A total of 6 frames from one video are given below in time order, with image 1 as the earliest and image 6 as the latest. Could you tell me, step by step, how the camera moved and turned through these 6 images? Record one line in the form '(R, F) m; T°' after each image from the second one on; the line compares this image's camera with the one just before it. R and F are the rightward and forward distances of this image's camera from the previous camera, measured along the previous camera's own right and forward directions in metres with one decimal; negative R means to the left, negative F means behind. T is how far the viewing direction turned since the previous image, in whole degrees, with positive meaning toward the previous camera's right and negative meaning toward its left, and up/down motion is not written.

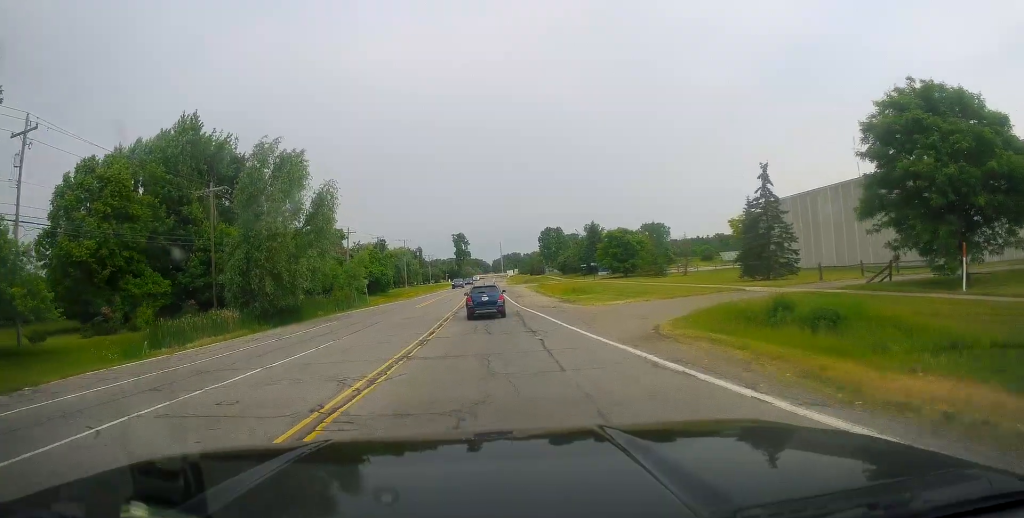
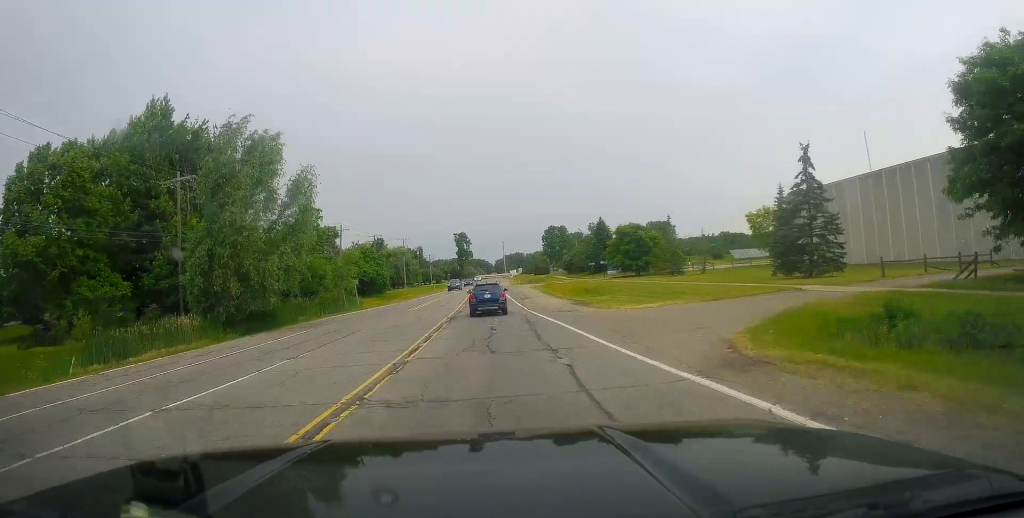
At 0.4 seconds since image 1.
(0.0, +5.4) m; 0°
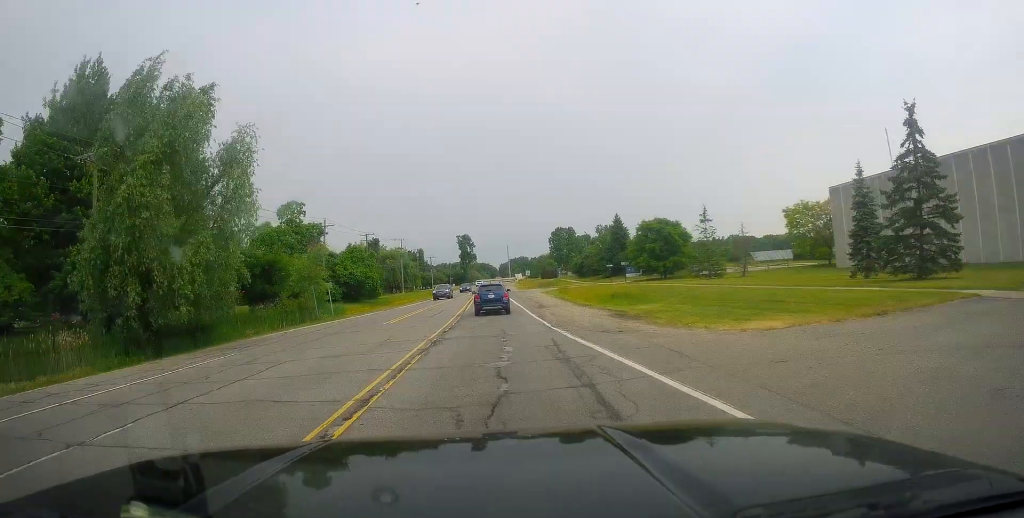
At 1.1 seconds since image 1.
(0.0, +10.2) m; -2°
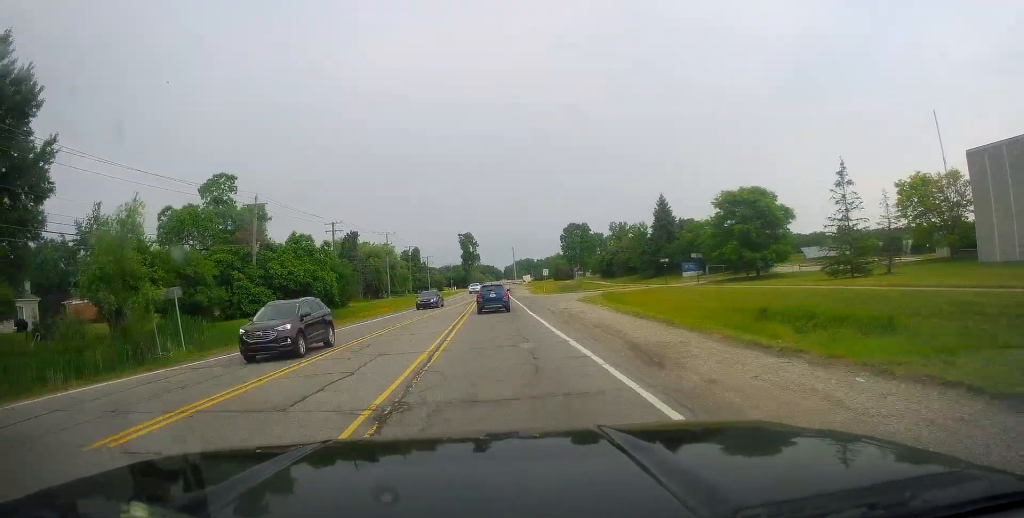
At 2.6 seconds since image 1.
(-0.9, +22.8) m; -1°
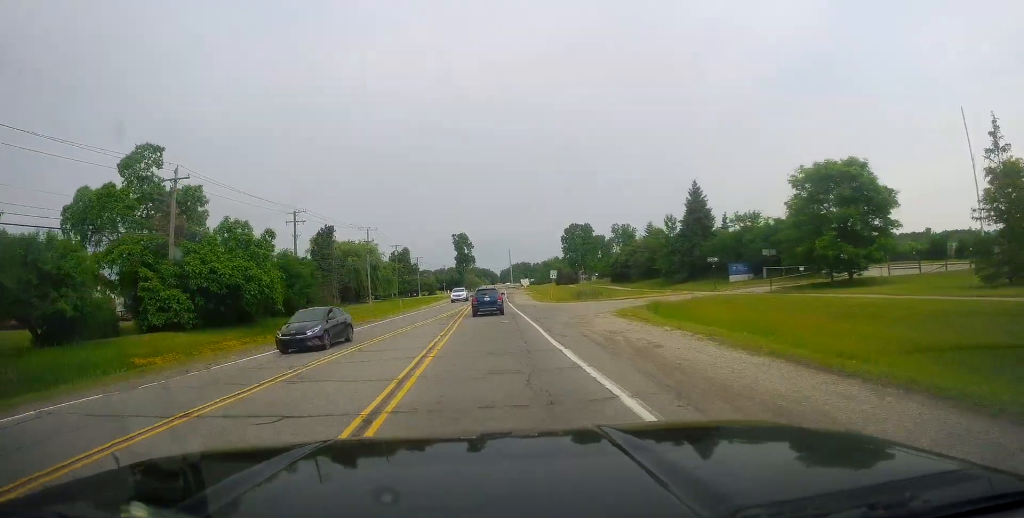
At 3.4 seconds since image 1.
(+0.7, +13.6) m; +1°
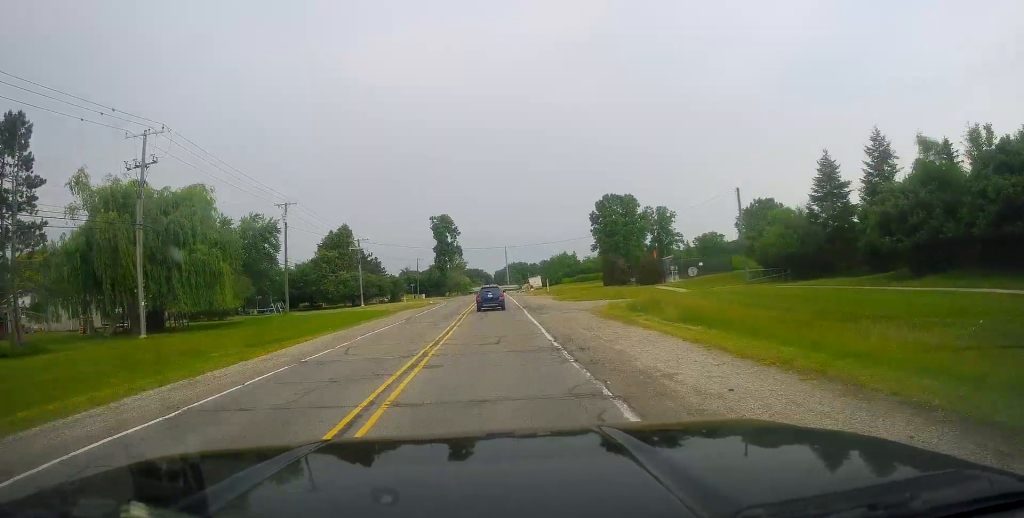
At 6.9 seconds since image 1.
(-0.7, +63.7) m; 0°
